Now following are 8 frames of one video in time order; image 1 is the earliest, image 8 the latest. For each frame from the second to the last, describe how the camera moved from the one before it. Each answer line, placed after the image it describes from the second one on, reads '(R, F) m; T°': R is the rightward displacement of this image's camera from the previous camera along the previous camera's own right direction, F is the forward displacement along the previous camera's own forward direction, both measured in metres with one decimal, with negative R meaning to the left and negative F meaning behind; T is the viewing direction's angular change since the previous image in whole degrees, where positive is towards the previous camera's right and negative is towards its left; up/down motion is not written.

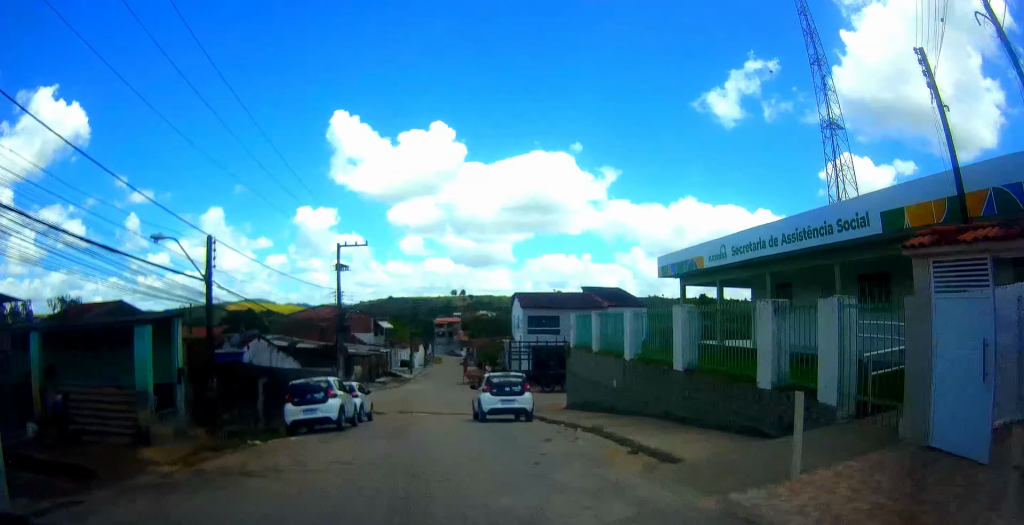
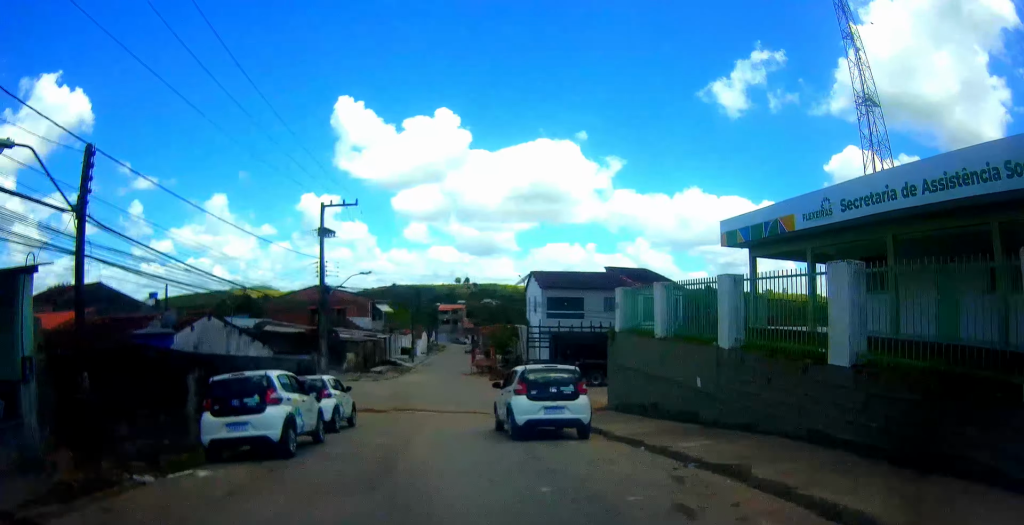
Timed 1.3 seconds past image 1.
(0.0, +5.5) m; 0°
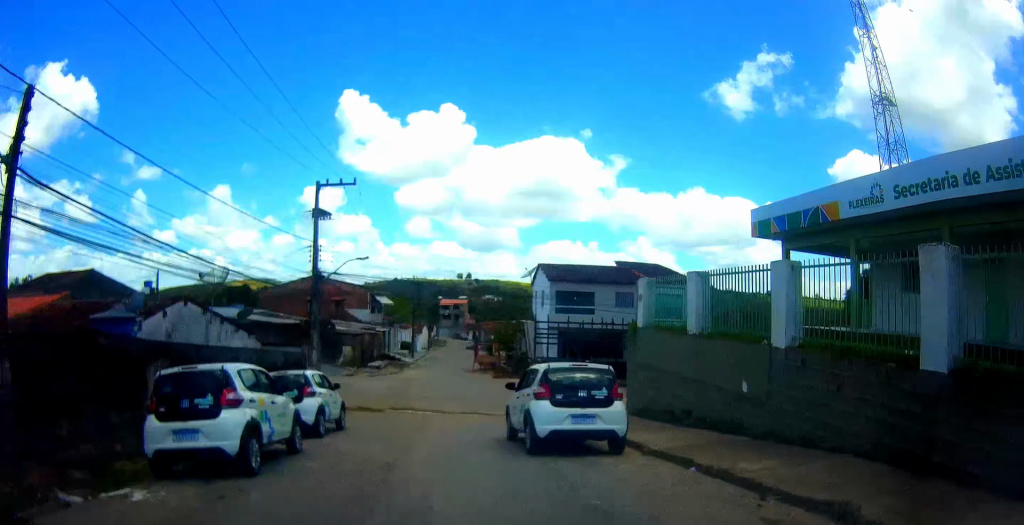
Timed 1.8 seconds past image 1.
(0.0, +2.0) m; 0°
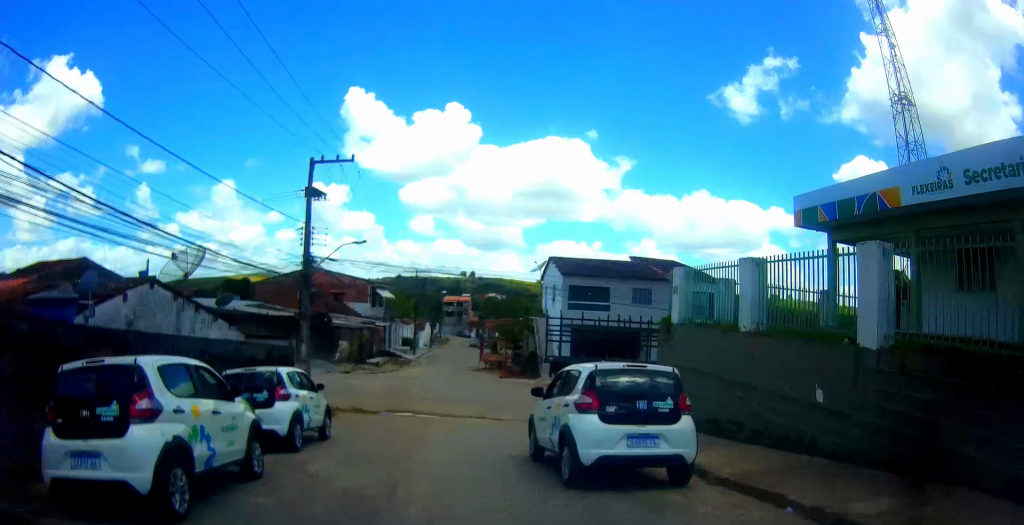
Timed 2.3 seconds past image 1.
(0.0, +2.5) m; 0°
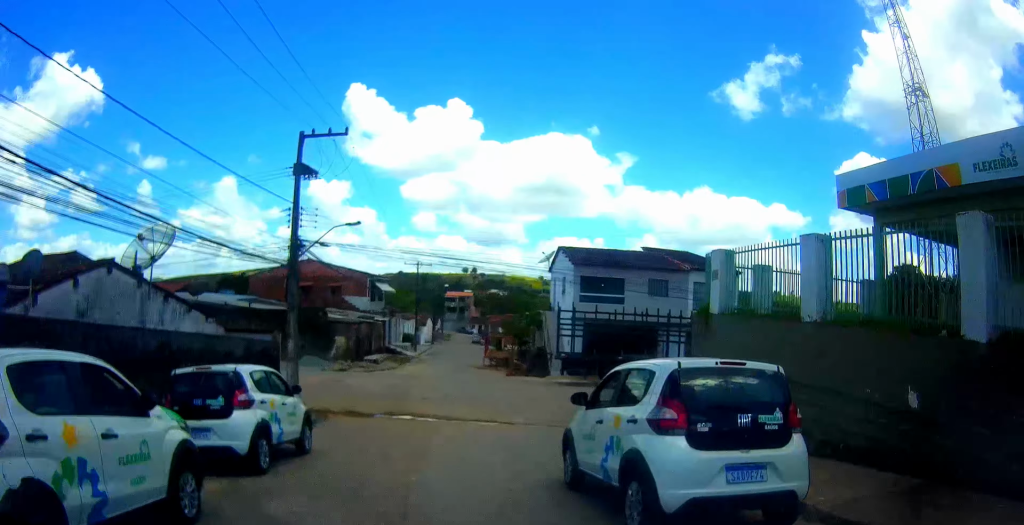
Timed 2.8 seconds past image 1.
(0.0, +2.3) m; 0°
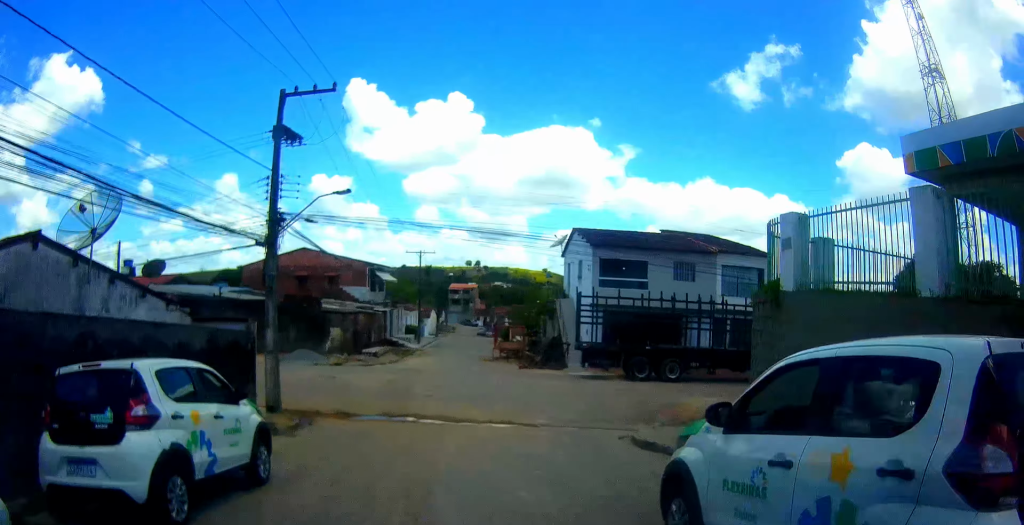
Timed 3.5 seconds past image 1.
(0.0, +3.1) m; 0°
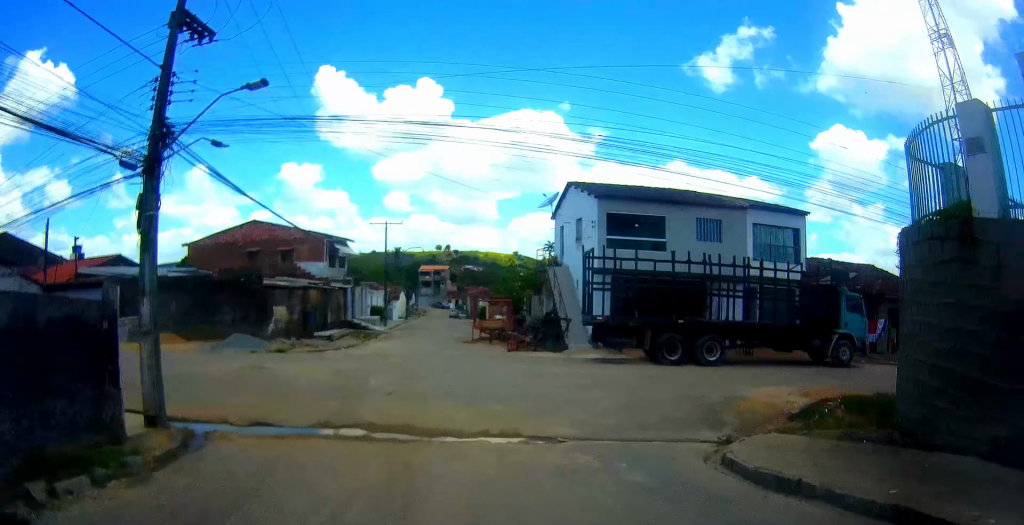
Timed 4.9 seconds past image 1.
(0.0, +6.4) m; +1°
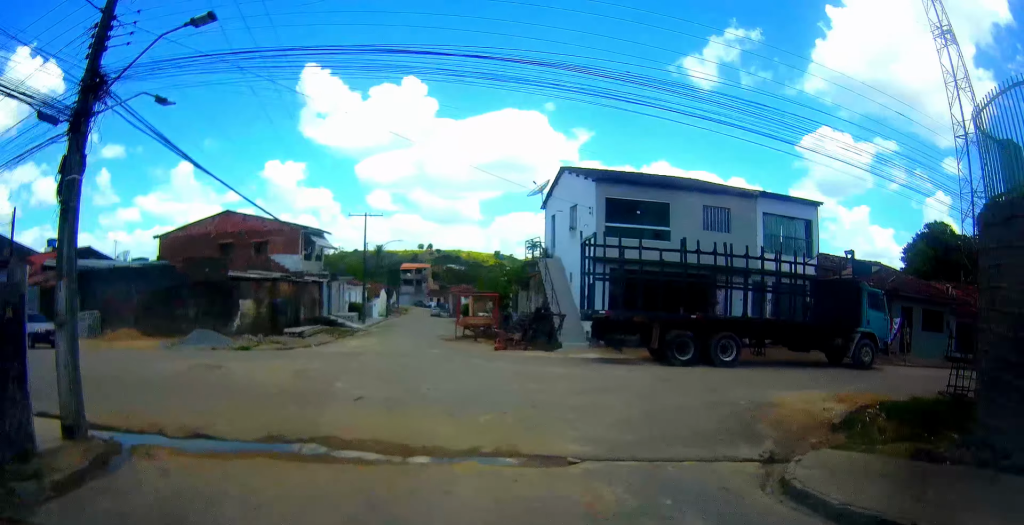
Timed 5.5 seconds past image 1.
(0.0, +2.6) m; +4°
